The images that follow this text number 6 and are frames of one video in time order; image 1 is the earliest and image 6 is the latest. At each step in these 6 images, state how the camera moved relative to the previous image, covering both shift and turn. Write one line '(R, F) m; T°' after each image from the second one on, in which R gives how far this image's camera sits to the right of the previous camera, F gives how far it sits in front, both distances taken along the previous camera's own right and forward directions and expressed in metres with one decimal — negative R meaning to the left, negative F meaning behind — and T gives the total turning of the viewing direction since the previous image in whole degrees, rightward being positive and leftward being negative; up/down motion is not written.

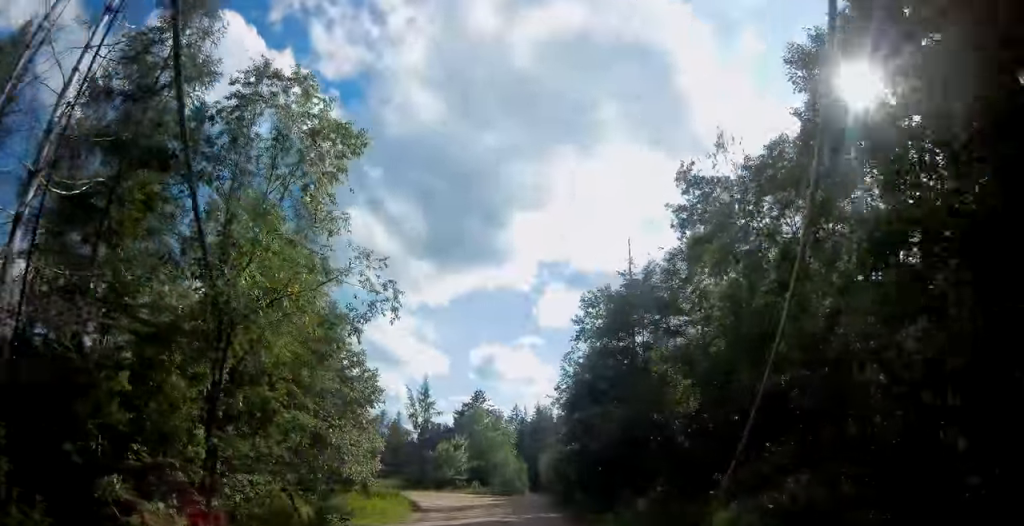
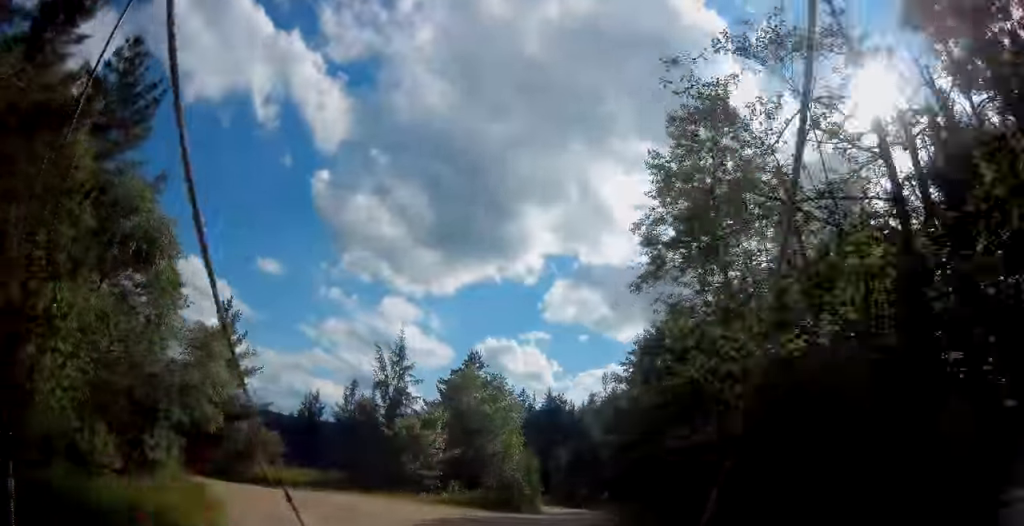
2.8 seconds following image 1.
(+0.3, +25.4) m; +1°
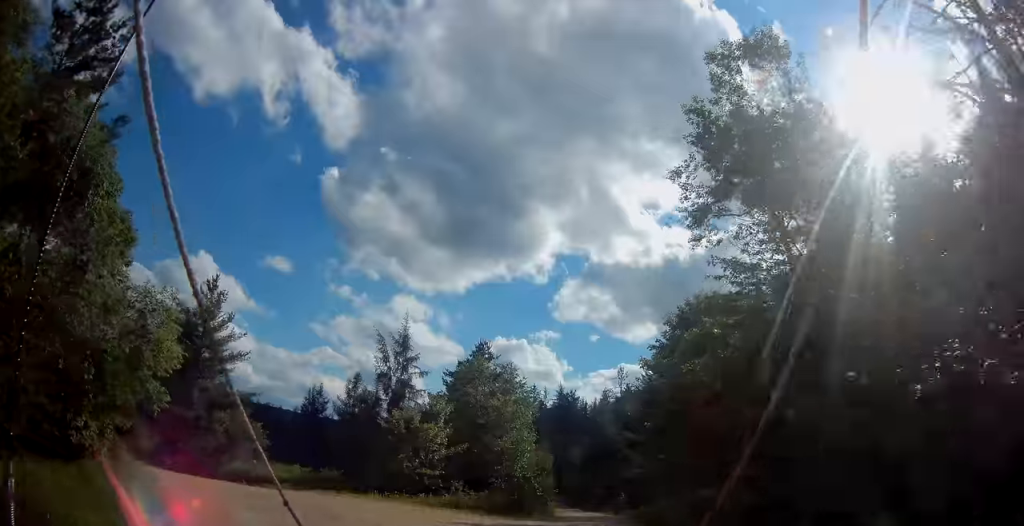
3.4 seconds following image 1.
(-0.1, +4.3) m; -5°
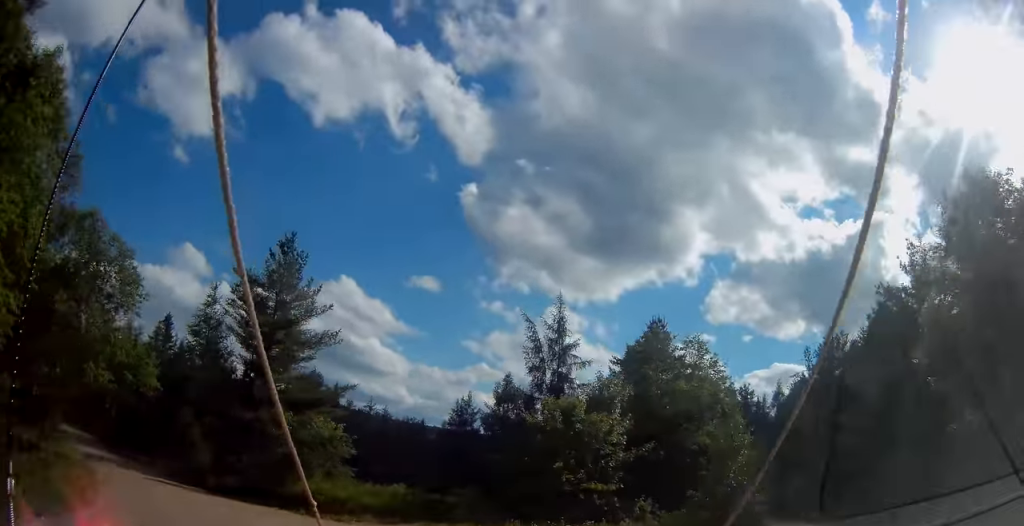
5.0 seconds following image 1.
(-1.8, +12.2) m; -20°
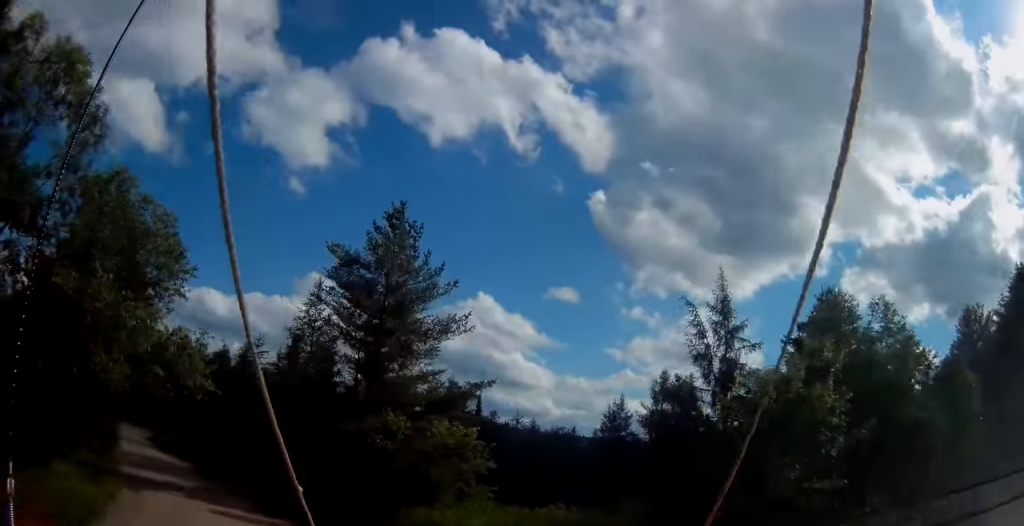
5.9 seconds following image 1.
(-0.6, +6.7) m; -10°
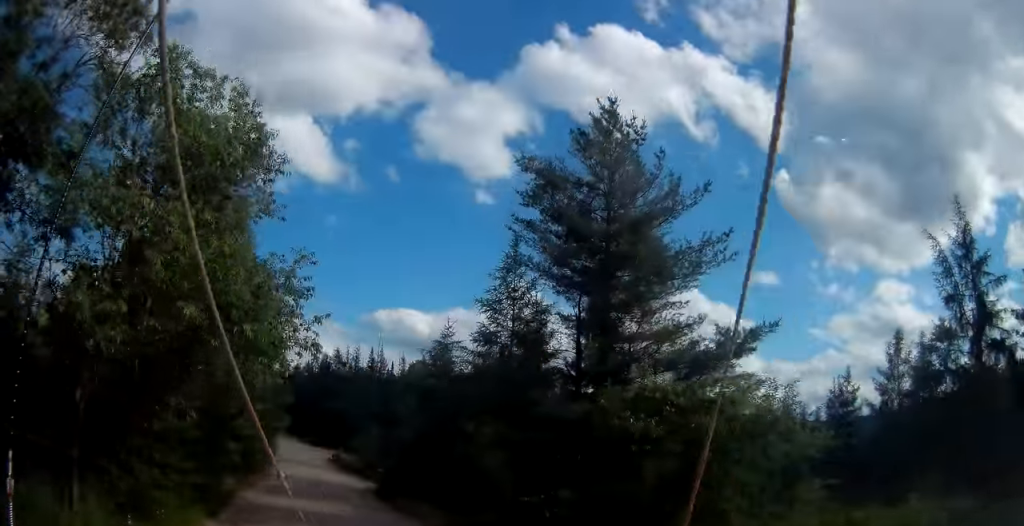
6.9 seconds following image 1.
(-0.8, +7.9) m; -18°
